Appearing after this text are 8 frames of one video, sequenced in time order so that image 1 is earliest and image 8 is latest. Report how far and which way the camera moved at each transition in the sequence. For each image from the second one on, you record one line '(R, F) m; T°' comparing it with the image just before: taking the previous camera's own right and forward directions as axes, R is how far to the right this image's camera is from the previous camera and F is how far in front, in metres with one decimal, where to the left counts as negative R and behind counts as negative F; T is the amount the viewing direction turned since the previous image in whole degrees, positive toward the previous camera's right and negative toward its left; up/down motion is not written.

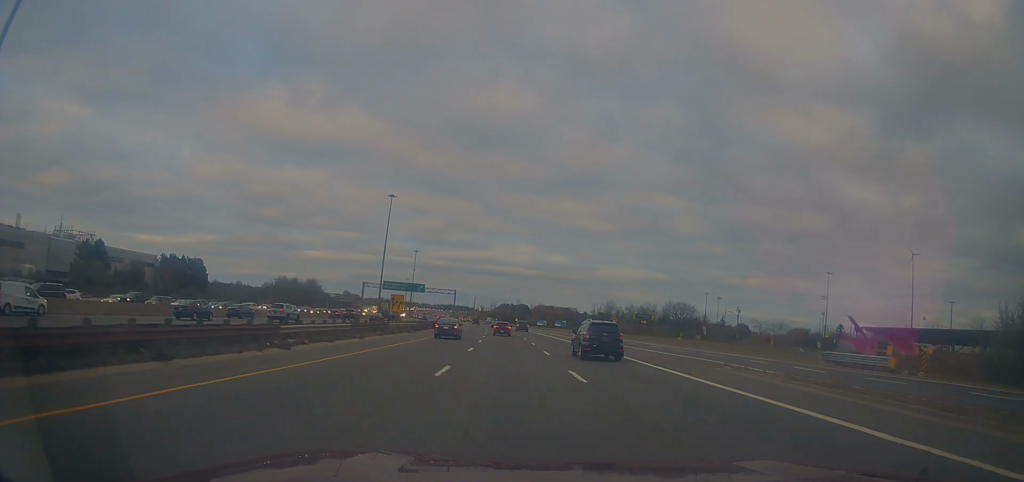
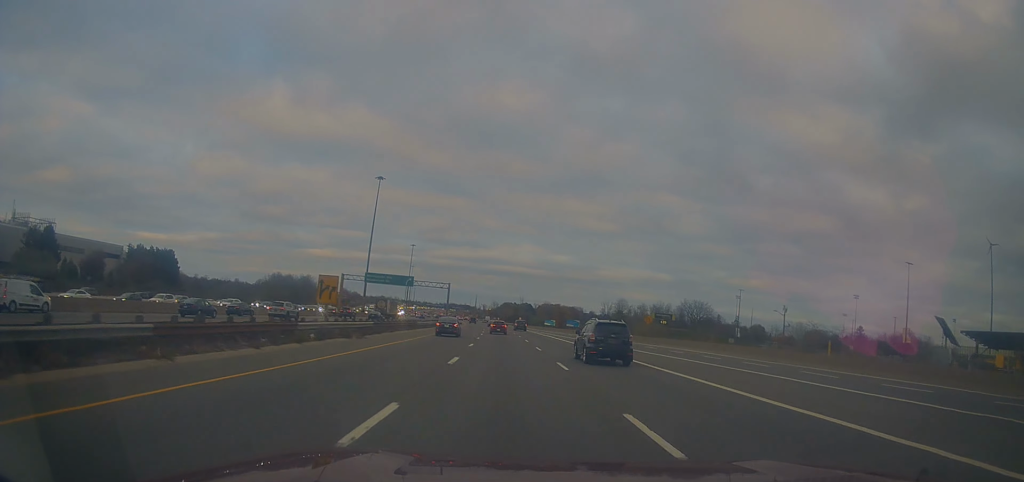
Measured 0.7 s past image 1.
(-0.1, +20.5) m; 0°
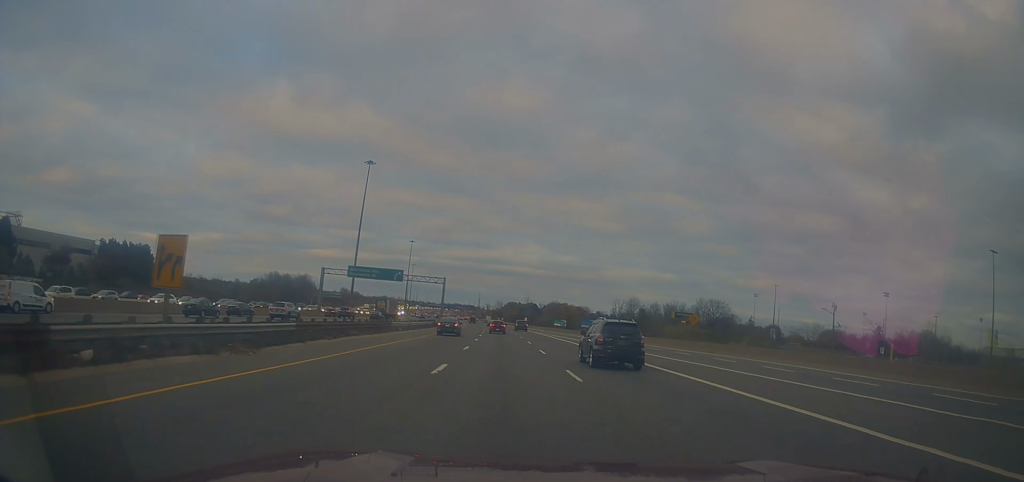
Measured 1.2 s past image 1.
(+0.1, +15.8) m; 0°
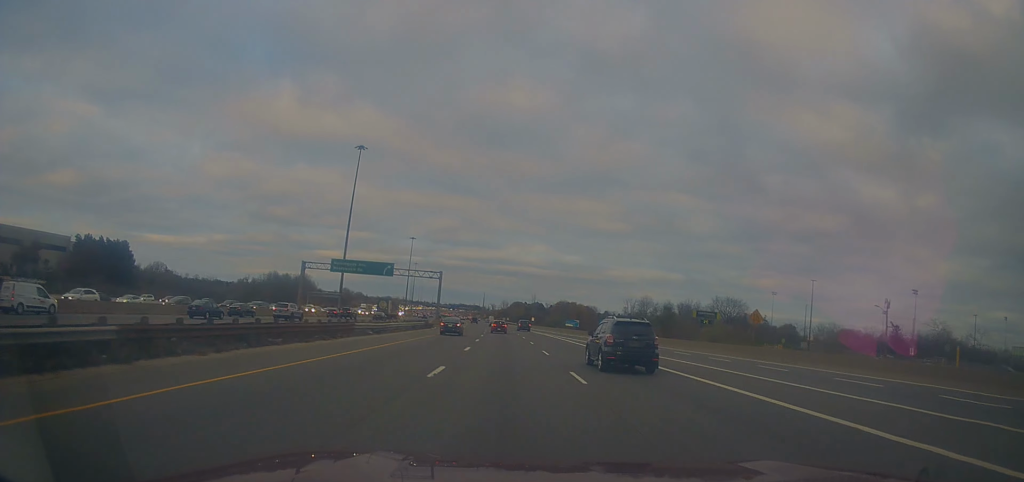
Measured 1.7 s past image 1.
(-0.1, +12.9) m; 0°
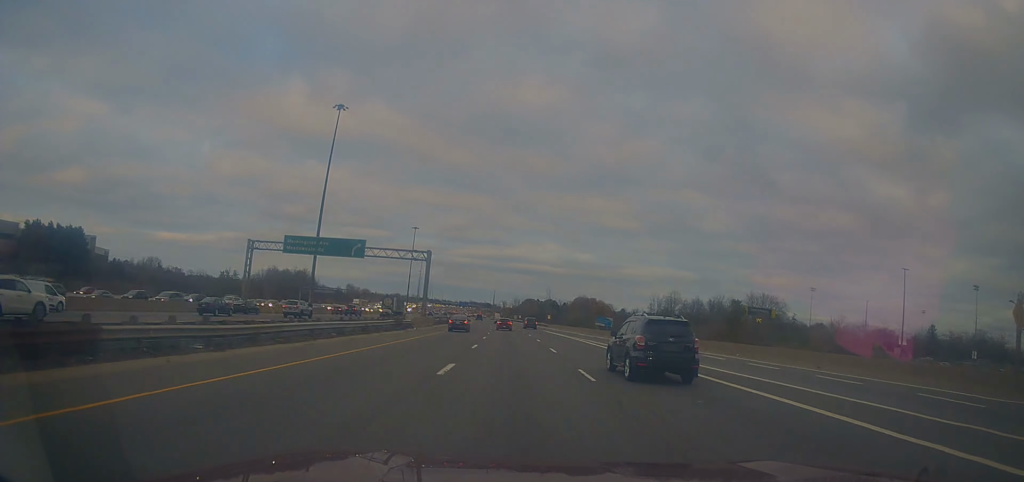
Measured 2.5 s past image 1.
(-0.3, +24.0) m; -1°
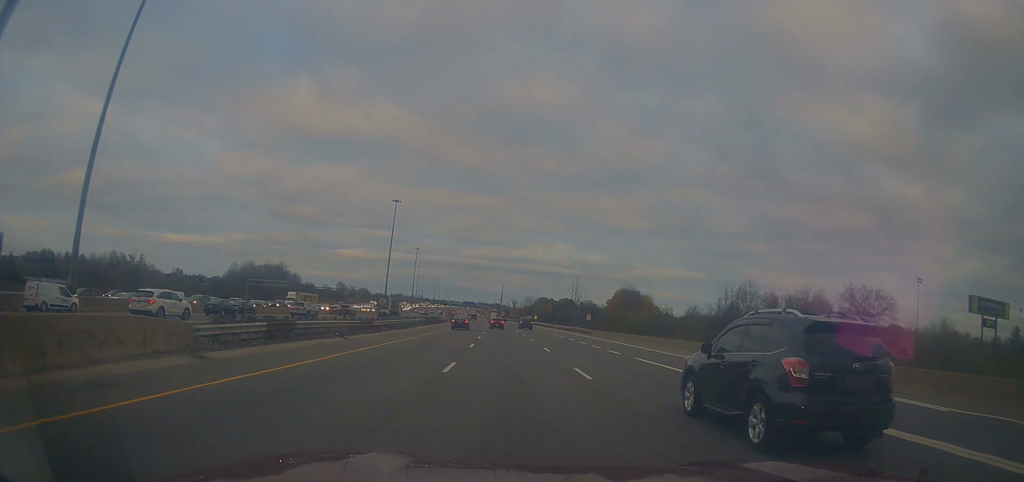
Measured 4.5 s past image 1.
(-0.8, +59.5) m; -2°
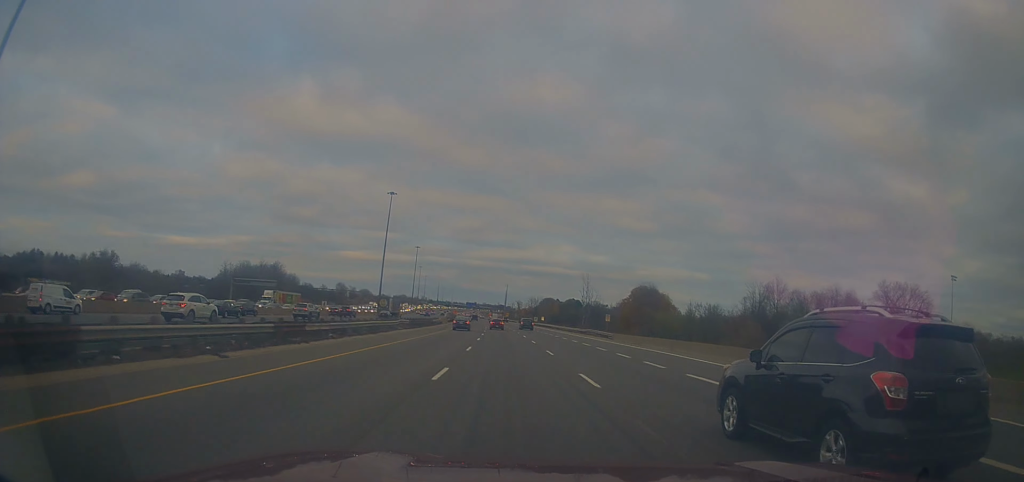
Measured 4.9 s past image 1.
(-0.1, +13.9) m; -1°
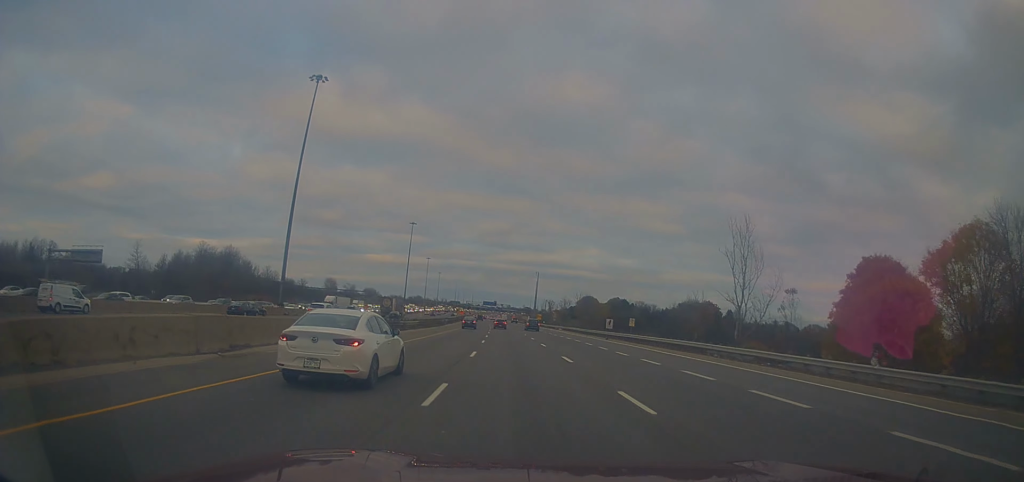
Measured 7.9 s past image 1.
(-2.0, +88.1) m; -2°
